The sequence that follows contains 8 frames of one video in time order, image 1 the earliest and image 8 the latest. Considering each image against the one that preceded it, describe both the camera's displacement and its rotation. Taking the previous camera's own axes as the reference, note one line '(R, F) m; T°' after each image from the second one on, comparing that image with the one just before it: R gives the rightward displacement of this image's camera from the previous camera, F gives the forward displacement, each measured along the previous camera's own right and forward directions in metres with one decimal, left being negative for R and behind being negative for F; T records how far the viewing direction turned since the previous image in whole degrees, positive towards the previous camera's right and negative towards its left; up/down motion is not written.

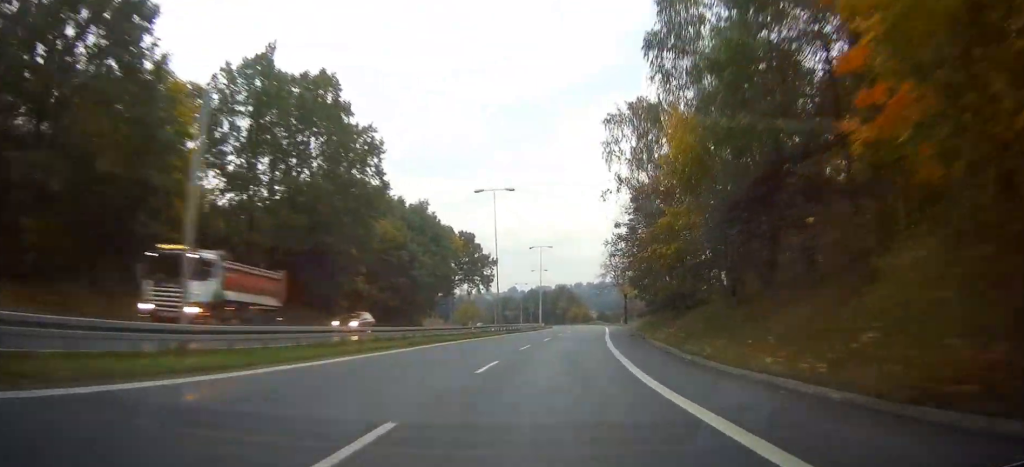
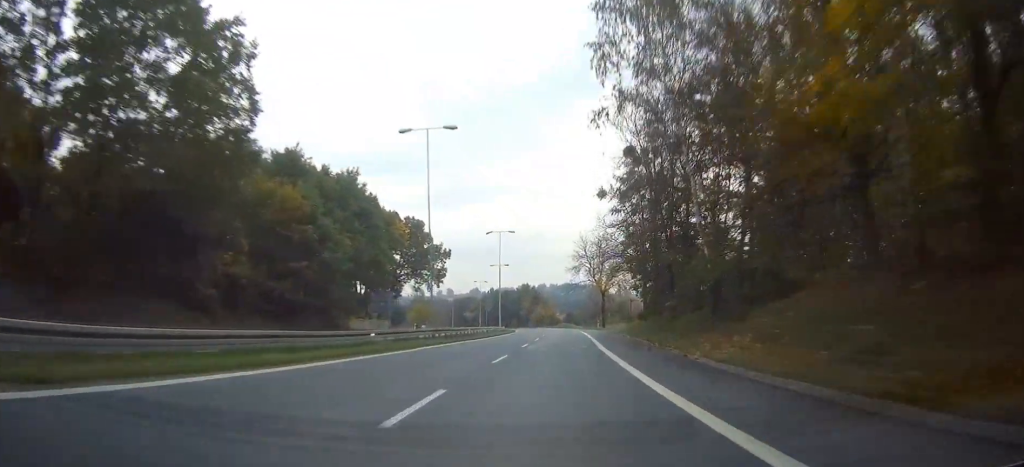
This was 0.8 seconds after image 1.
(+0.4, +13.8) m; +3°
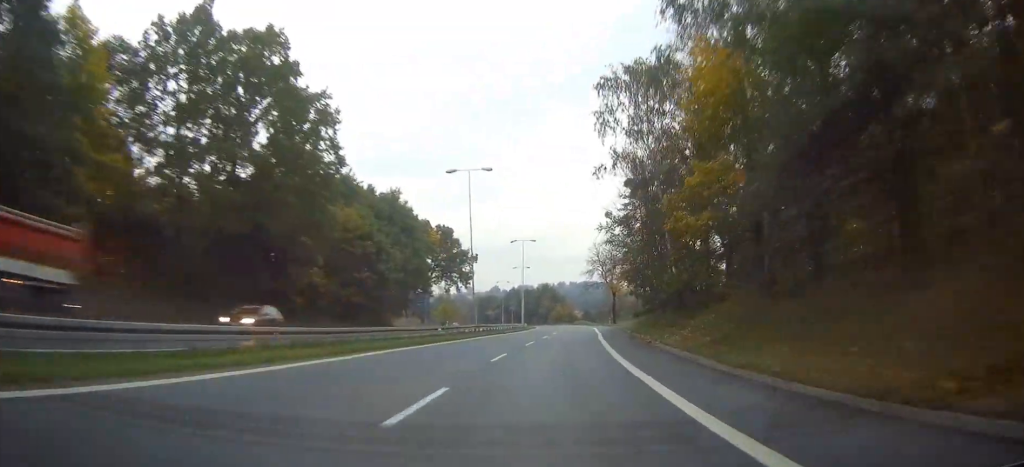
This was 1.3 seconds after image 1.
(+0.1, +8.3) m; +2°
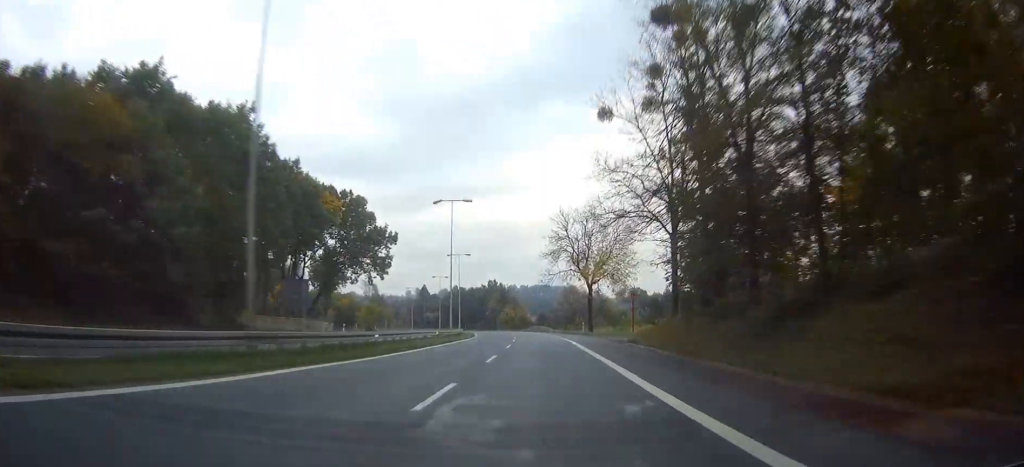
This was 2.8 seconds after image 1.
(+1.0, +28.6) m; +3°
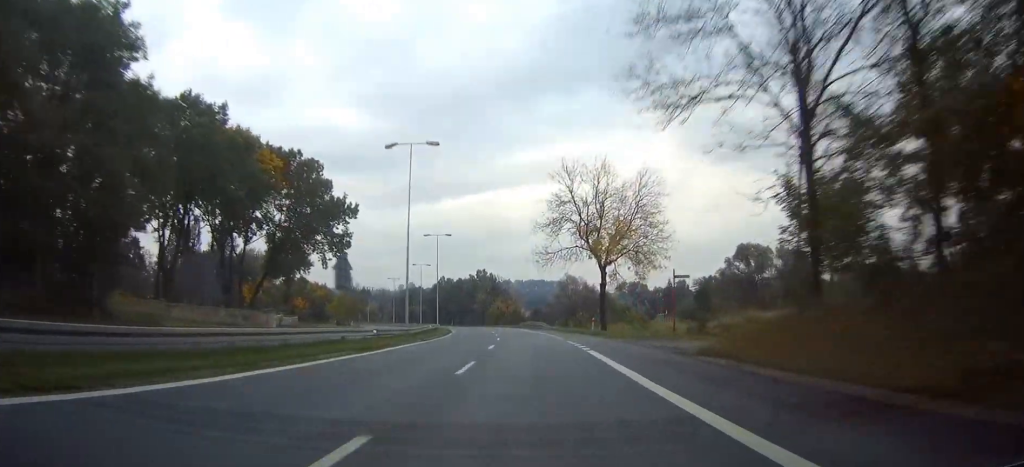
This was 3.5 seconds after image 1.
(+0.2, +17.6) m; +2°
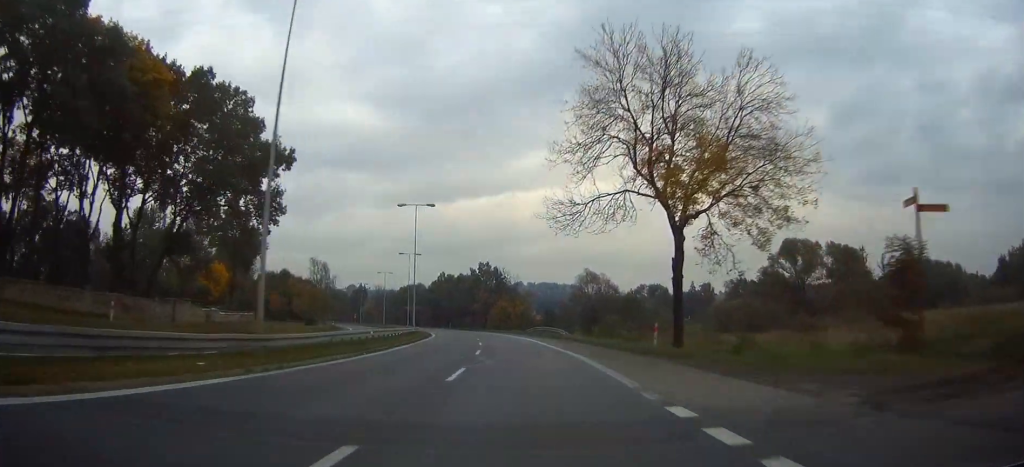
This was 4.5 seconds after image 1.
(+0.4, +24.5) m; 0°
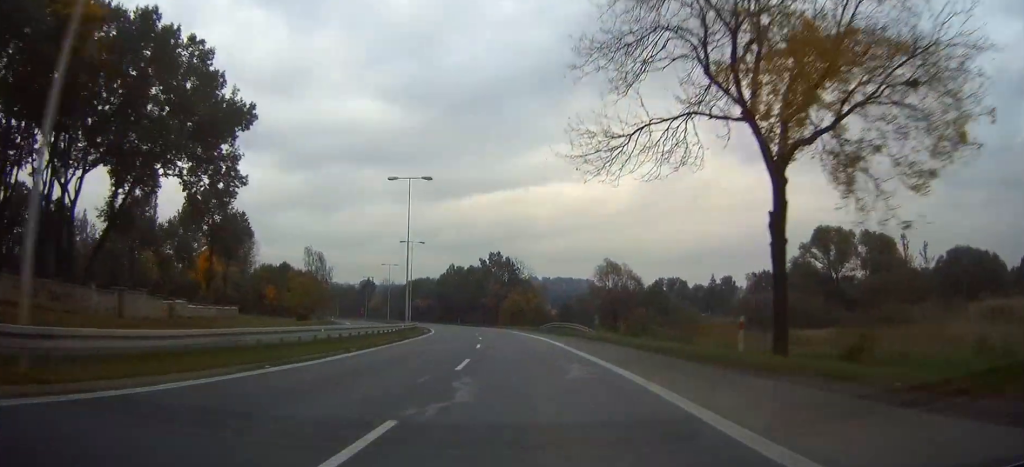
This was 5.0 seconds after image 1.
(-0.1, +10.8) m; -1°
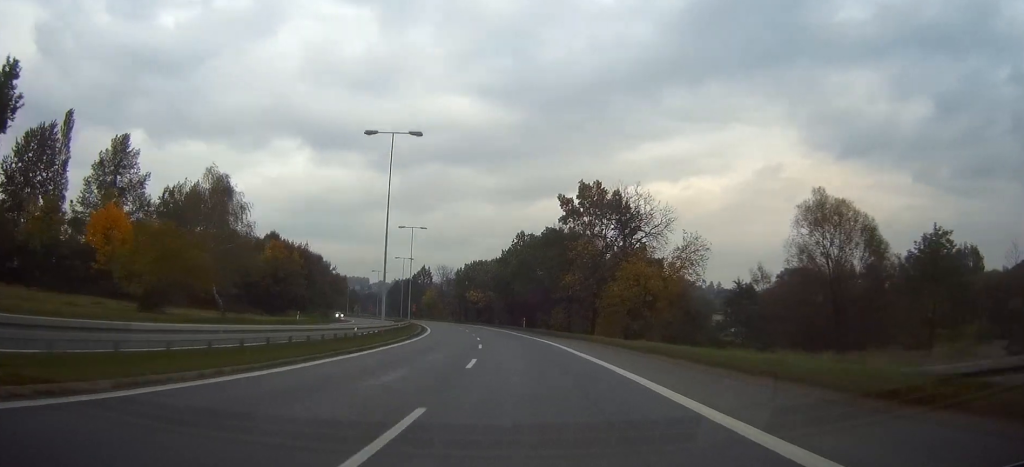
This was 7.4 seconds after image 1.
(-2.7, +60.8) m; -8°
